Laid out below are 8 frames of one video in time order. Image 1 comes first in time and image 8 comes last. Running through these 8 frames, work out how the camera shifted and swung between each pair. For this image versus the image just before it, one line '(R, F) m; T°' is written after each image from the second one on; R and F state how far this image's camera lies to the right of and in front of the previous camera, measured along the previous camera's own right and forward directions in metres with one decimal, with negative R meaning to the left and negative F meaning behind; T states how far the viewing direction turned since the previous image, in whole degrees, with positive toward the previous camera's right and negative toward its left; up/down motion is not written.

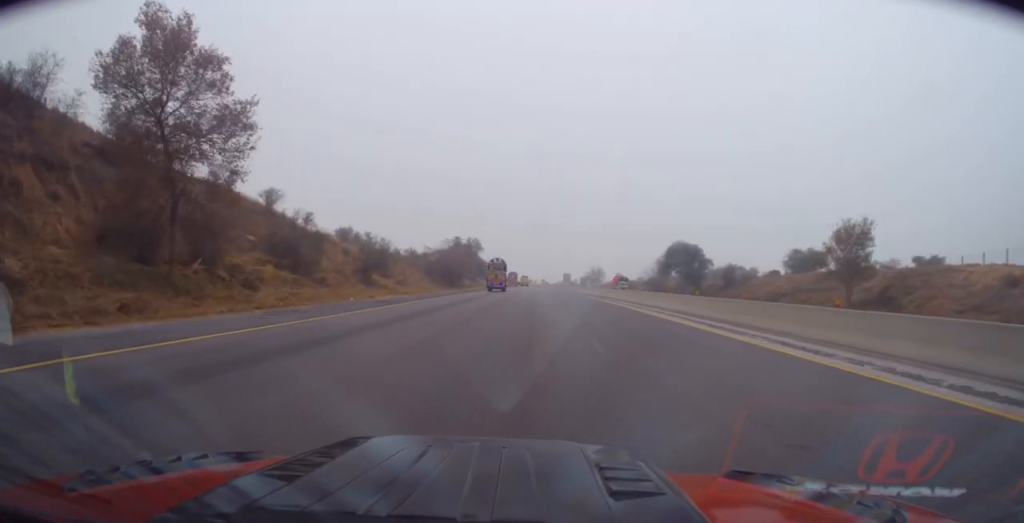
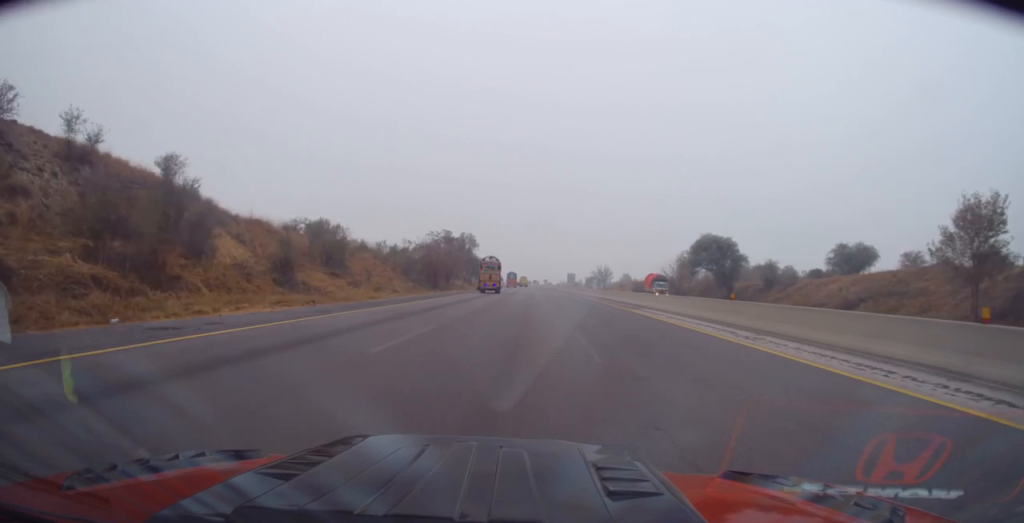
(-0.1, +18.6) m; -1°
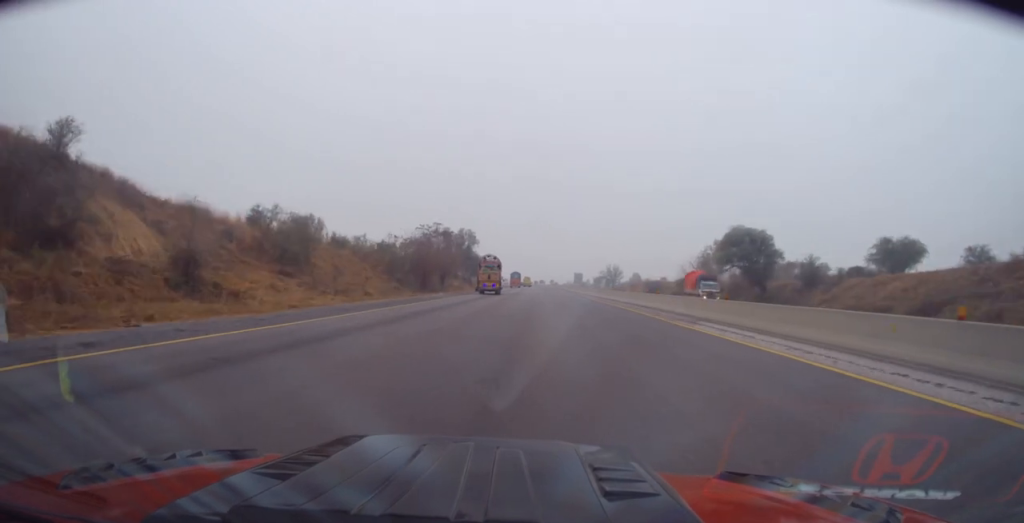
(0.0, +12.3) m; -1°
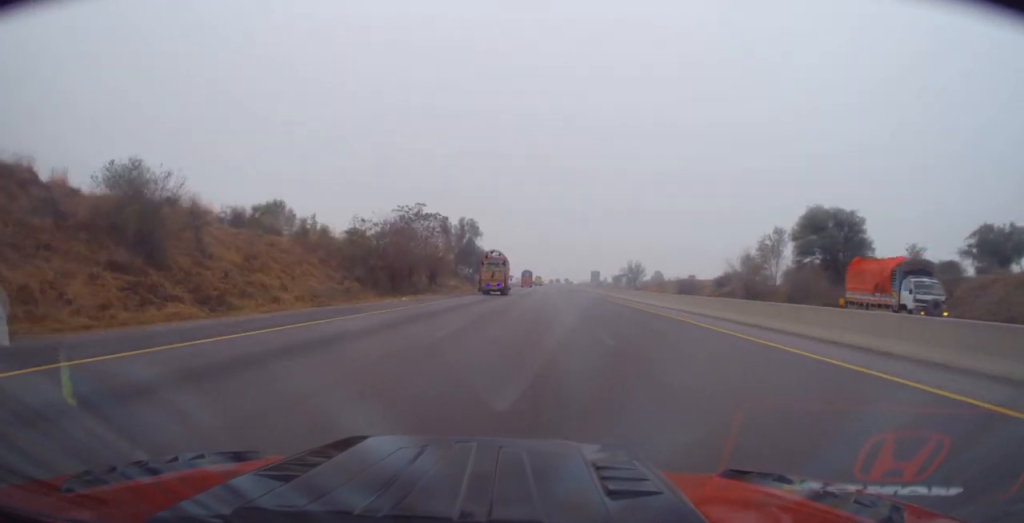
(-0.2, +20.5) m; -1°
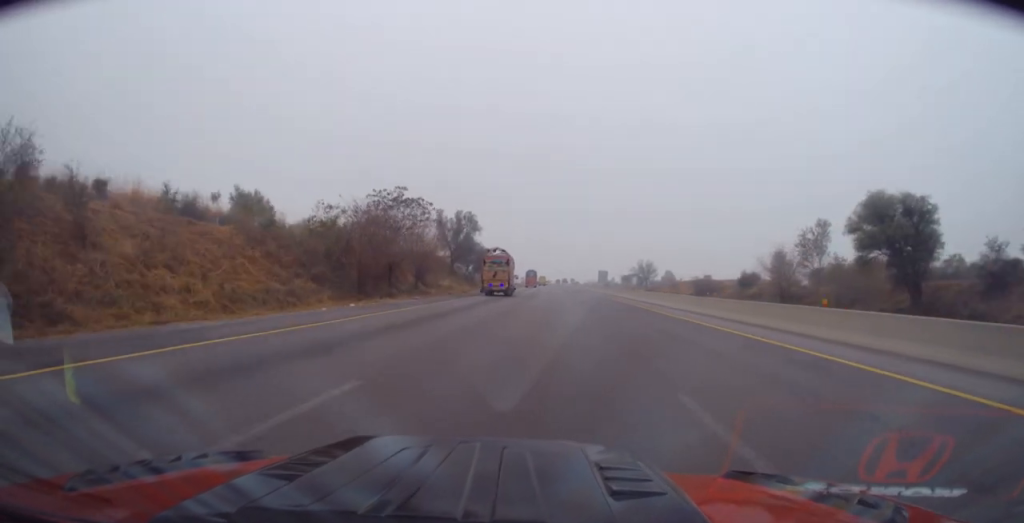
(0.0, +11.3) m; 0°
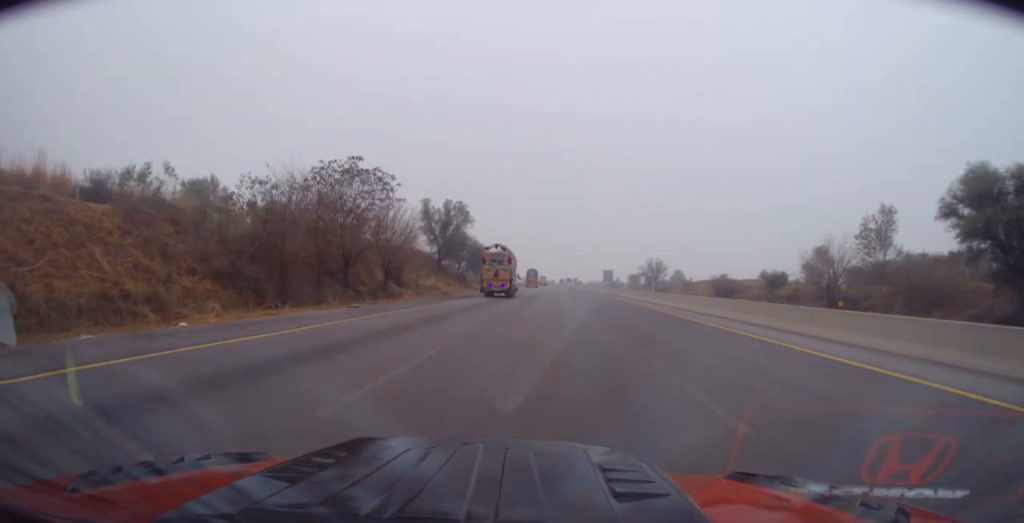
(0.0, +13.6) m; 0°
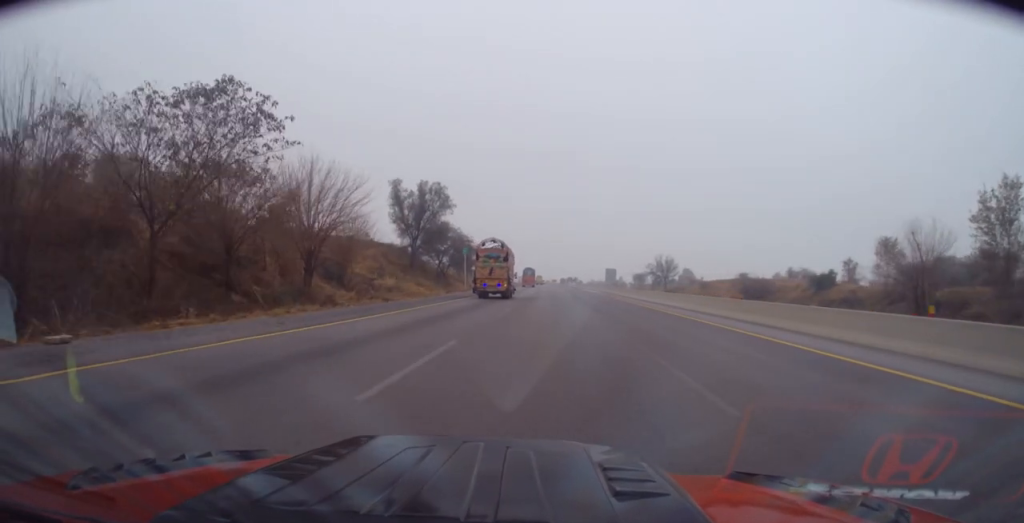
(-0.1, +17.3) m; +1°
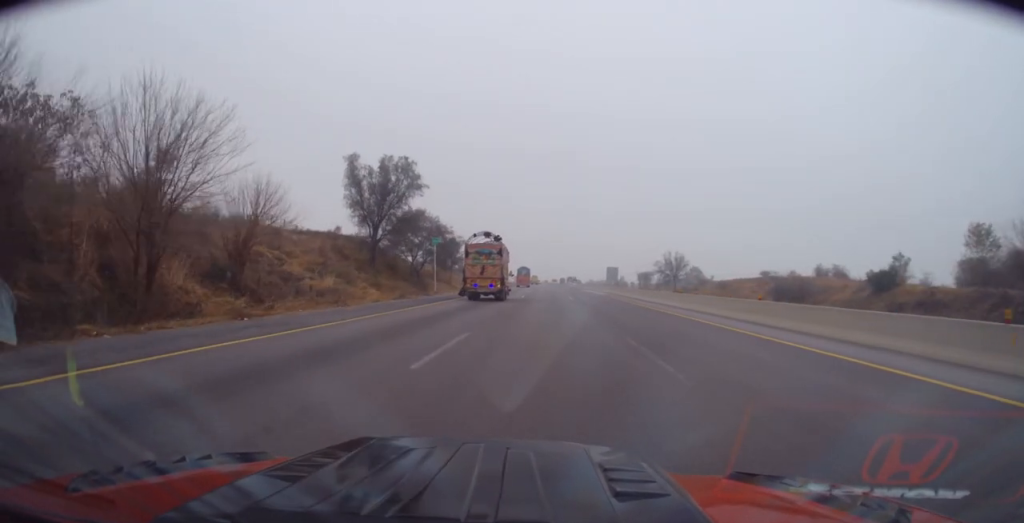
(+0.2, +15.5) m; +1°
